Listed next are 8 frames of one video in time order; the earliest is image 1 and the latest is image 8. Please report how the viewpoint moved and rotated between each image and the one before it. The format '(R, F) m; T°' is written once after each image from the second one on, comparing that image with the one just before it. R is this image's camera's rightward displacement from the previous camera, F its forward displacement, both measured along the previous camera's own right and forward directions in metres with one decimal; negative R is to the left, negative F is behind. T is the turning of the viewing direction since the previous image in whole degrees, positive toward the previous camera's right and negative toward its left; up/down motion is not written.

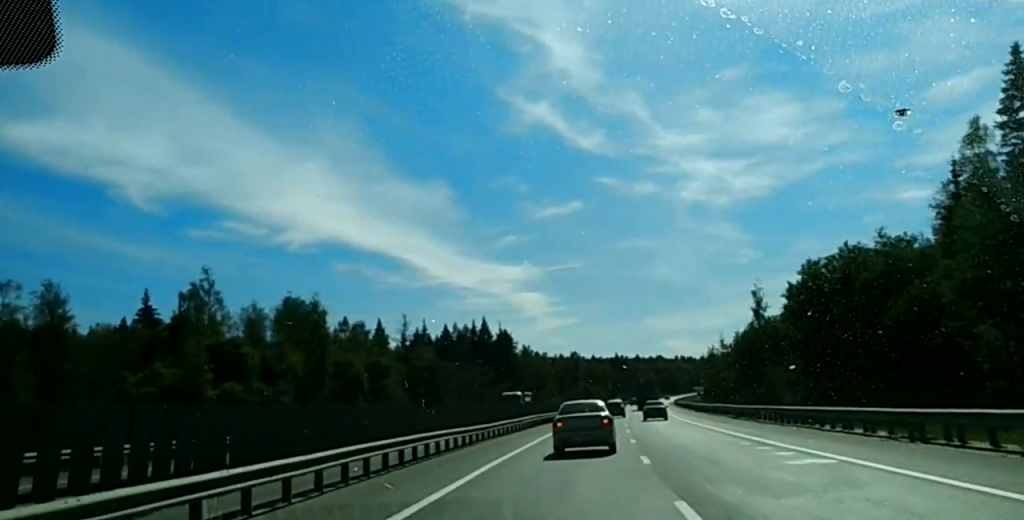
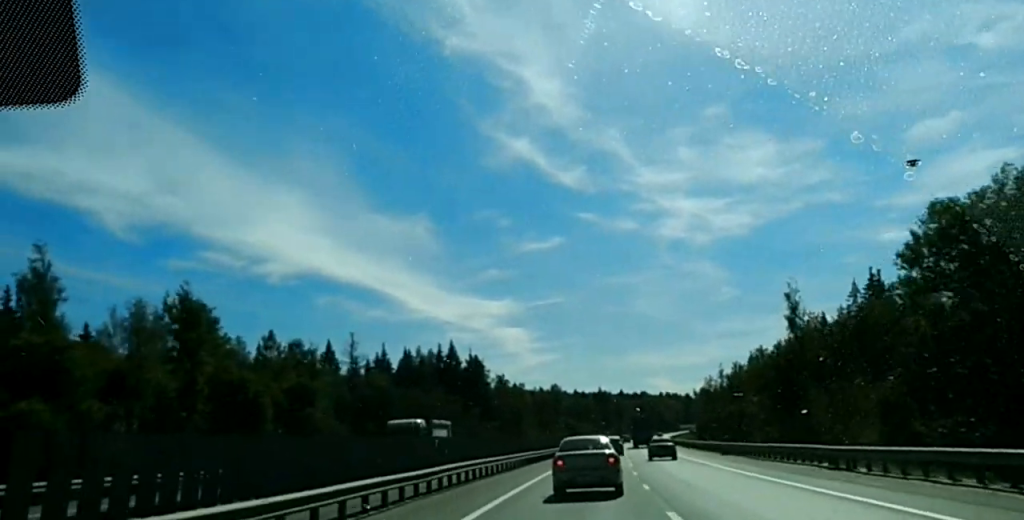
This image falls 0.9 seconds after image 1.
(+0.5, +35.6) m; +2°
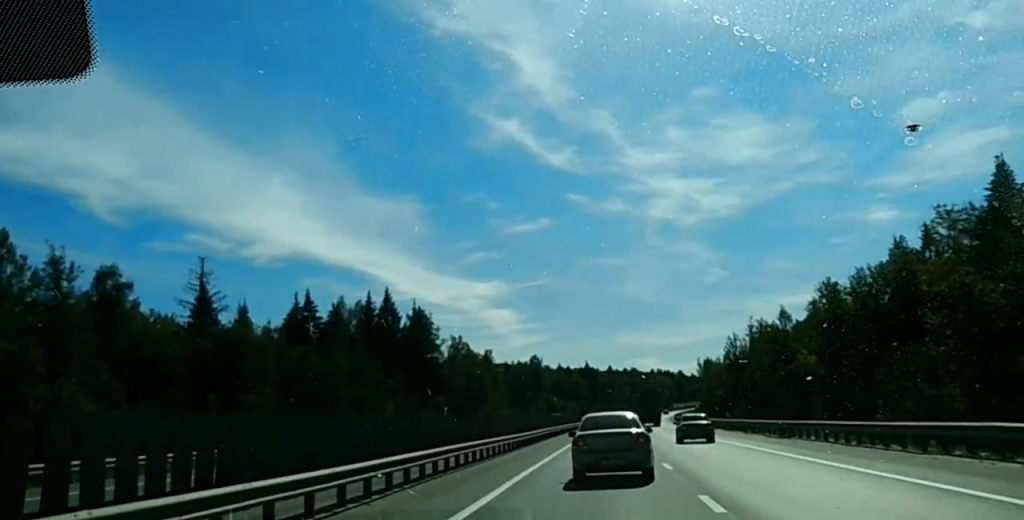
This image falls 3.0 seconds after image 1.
(+2.3, +74.4) m; +2°
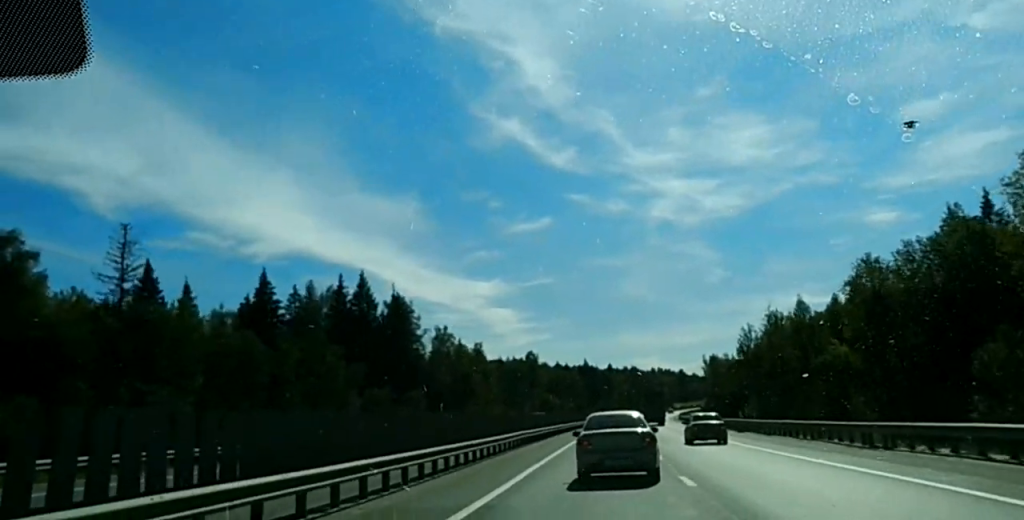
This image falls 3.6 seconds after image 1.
(-0.1, +20.3) m; 0°
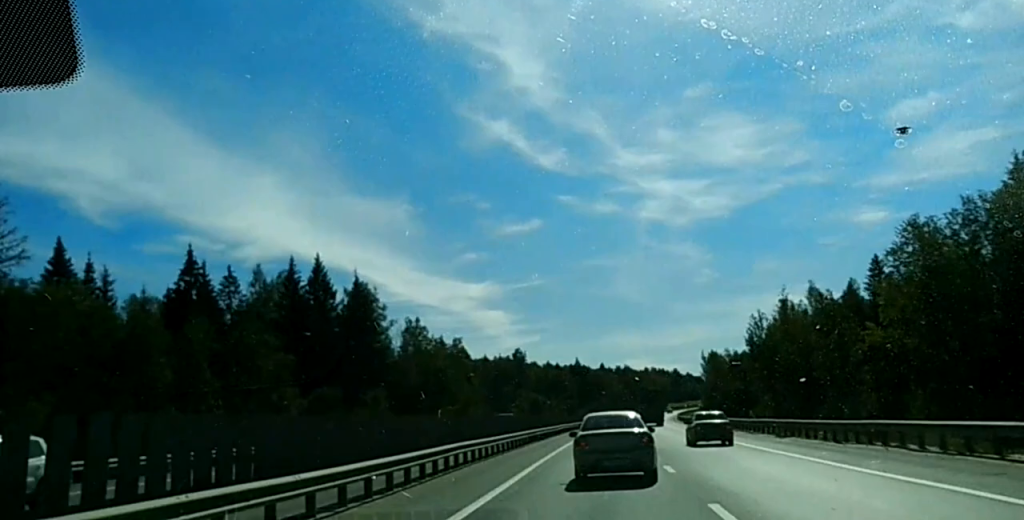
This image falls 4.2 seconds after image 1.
(-0.1, +18.6) m; -1°
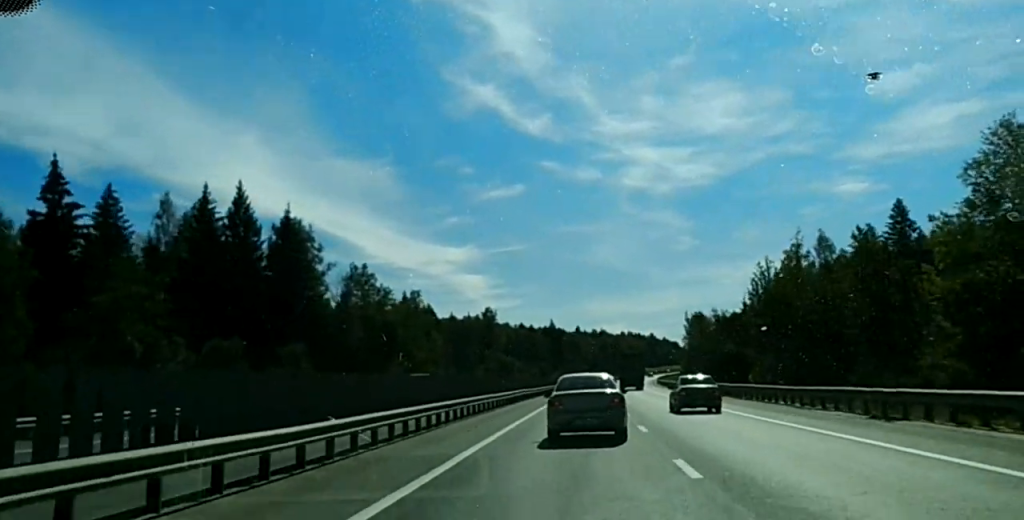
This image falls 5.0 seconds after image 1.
(-0.2, +22.8) m; -1°
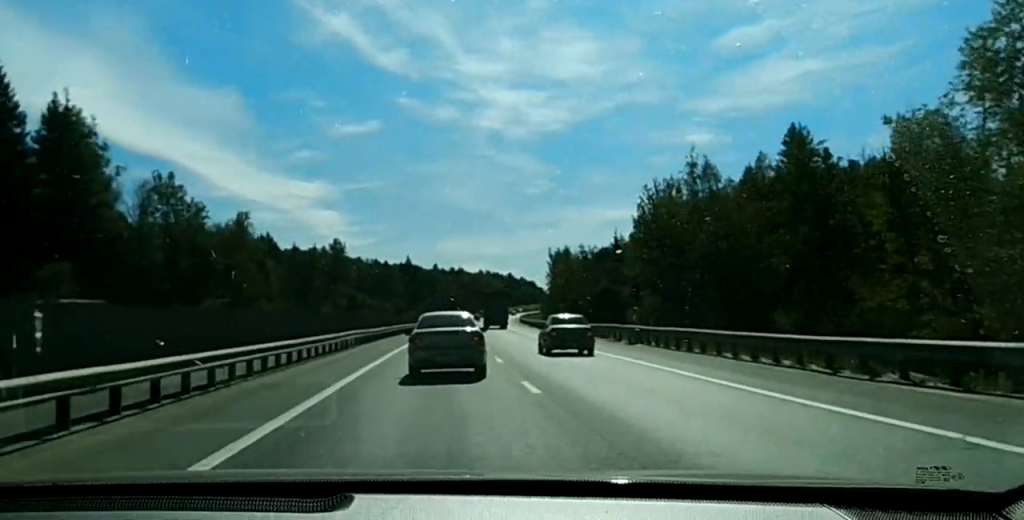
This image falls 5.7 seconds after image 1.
(-0.2, +19.1) m; 0°
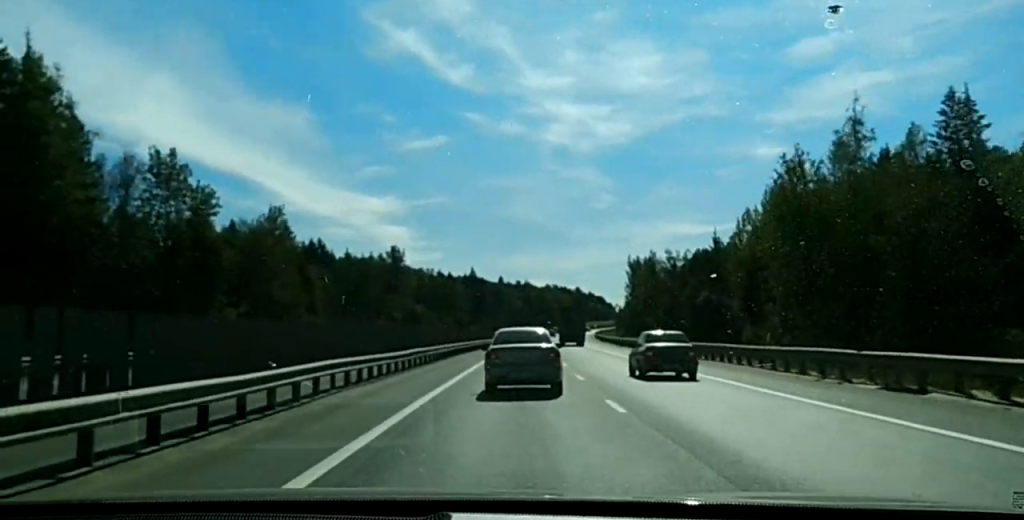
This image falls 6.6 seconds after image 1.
(+0.2, +23.6) m; +1°
